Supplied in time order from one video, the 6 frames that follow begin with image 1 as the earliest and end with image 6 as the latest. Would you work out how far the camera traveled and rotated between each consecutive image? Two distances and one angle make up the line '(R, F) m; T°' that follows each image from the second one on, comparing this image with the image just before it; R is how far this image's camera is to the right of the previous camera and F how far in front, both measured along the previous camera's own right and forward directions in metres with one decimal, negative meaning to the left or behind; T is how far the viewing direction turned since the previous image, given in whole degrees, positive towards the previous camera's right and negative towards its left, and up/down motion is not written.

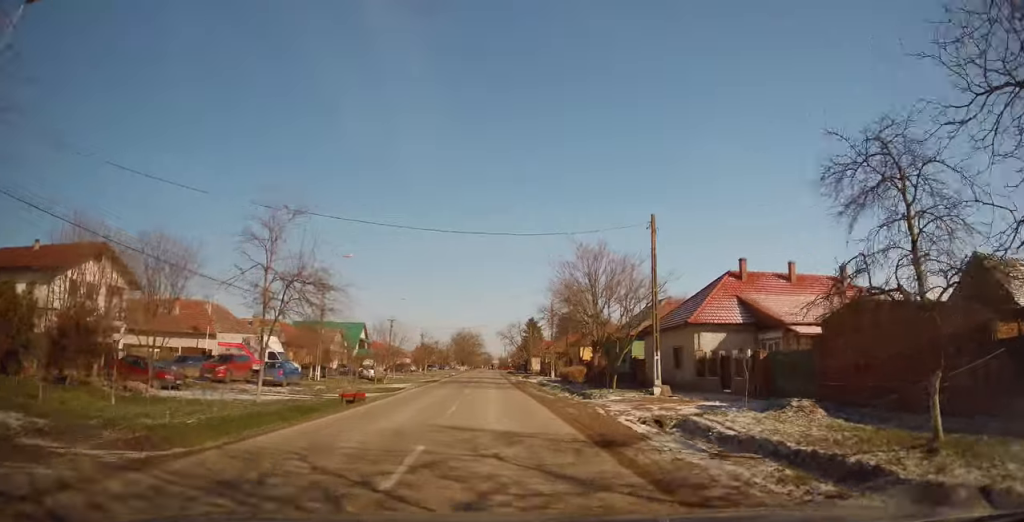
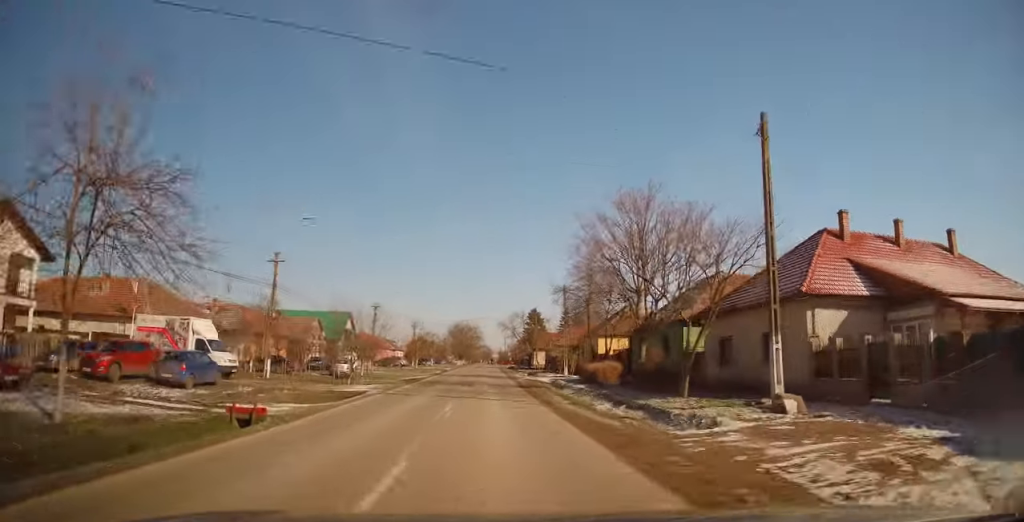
(-0.1, +9.9) m; -1°
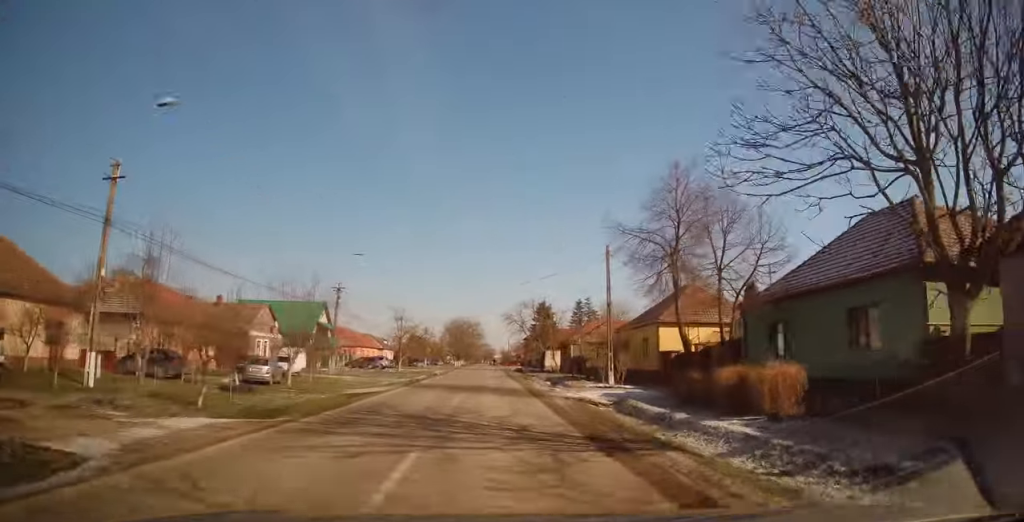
(-0.4, +17.0) m; -1°
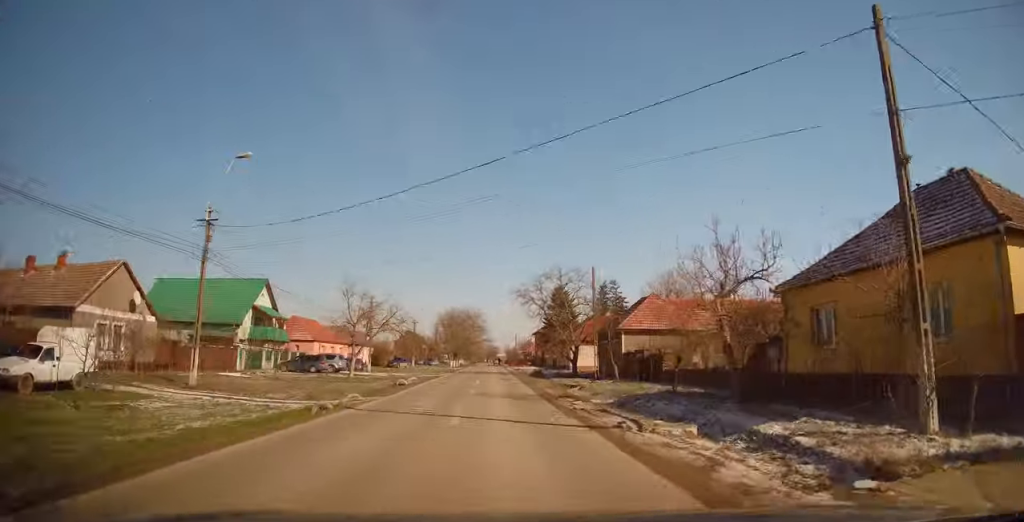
(+0.9, +24.0) m; +3°
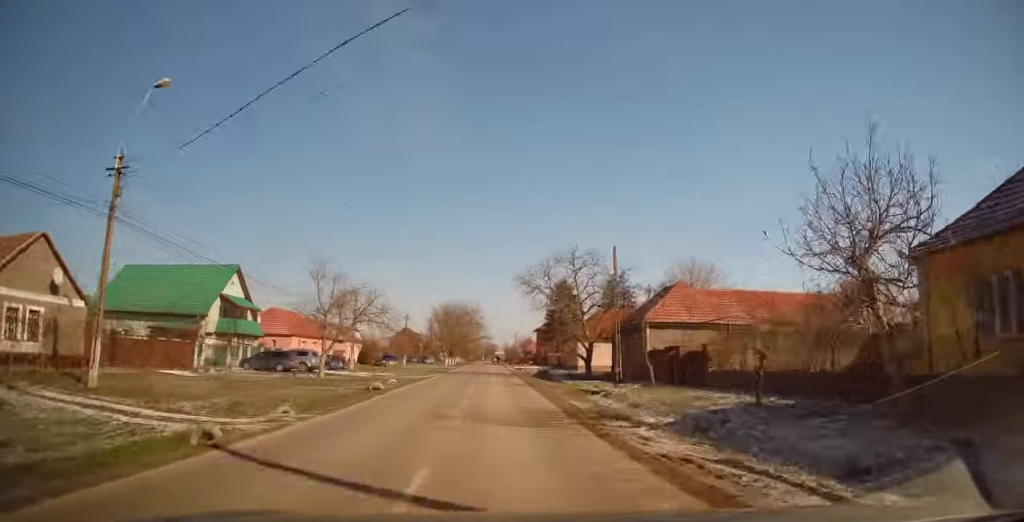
(0.0, +7.2) m; -1°
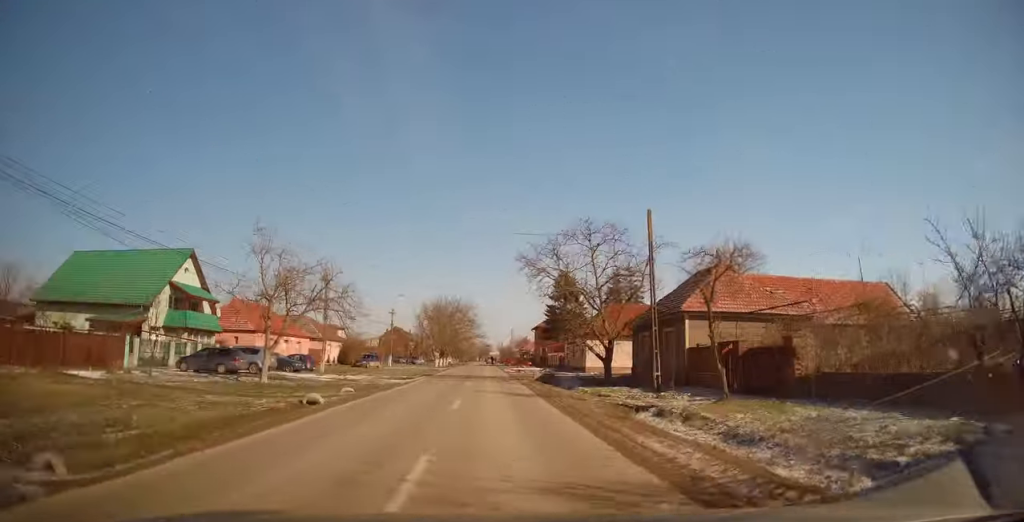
(0.0, +8.2) m; 0°
